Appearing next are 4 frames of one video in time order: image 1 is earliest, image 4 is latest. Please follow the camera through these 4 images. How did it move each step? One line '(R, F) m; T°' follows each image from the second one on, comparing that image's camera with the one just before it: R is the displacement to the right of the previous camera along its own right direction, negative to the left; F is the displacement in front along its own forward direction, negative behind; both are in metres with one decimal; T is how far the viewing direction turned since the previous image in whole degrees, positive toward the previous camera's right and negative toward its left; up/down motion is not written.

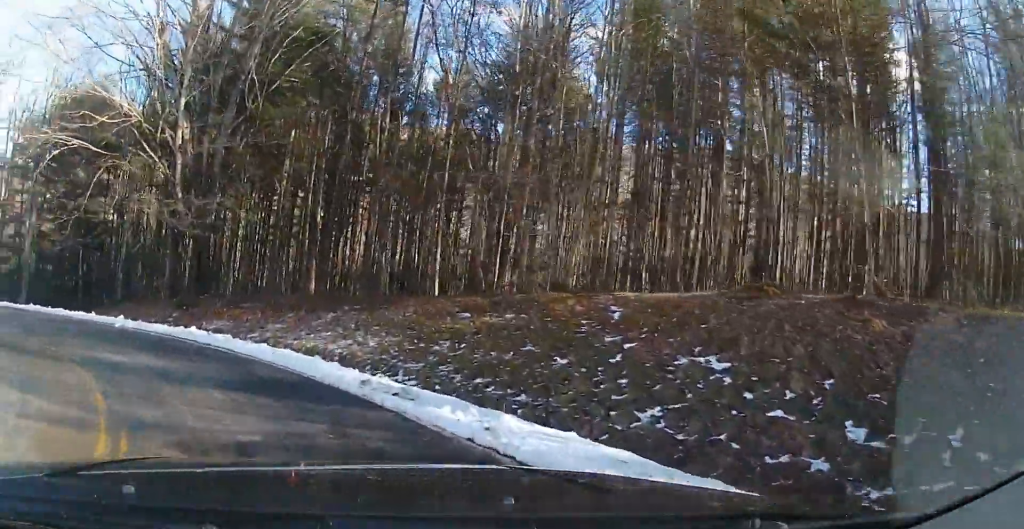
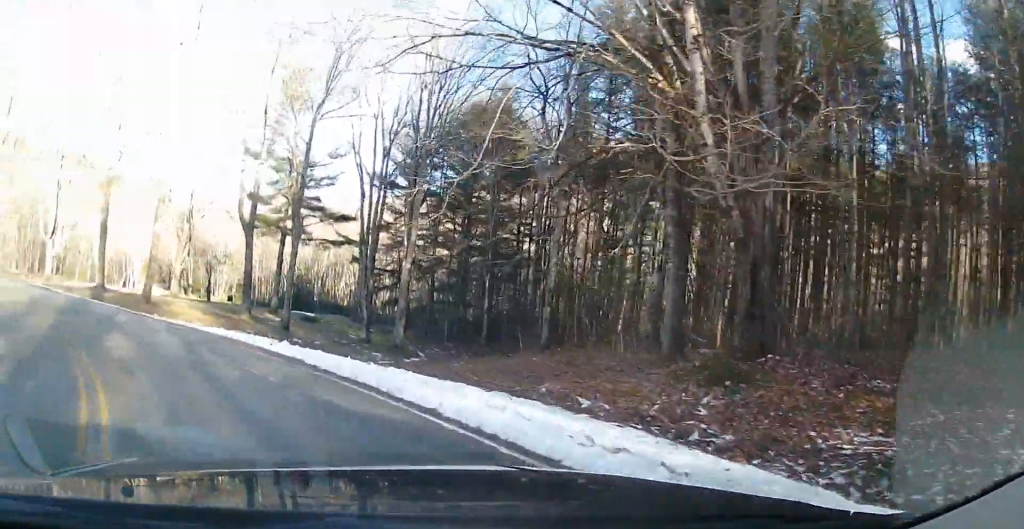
(-3.6, +13.7) m; -33°
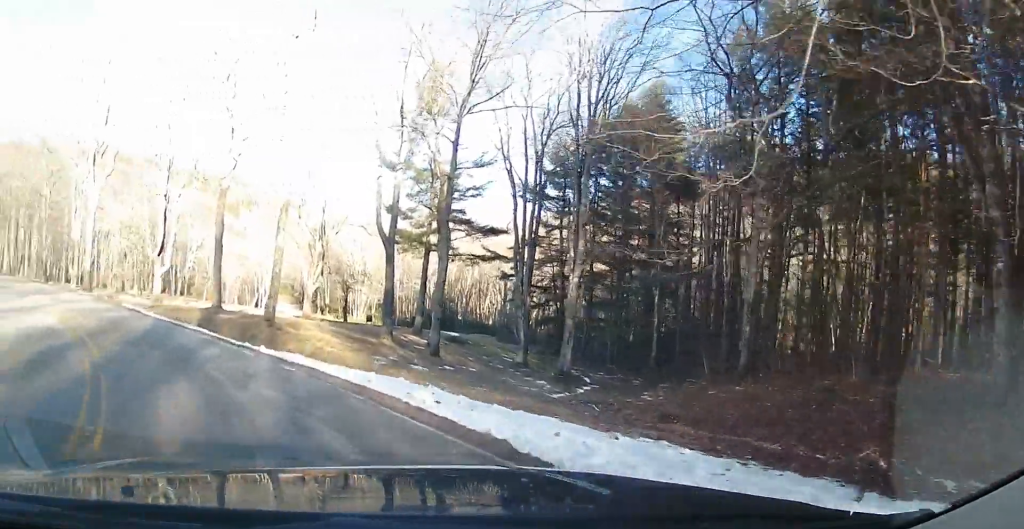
(-1.0, +5.1) m; -17°
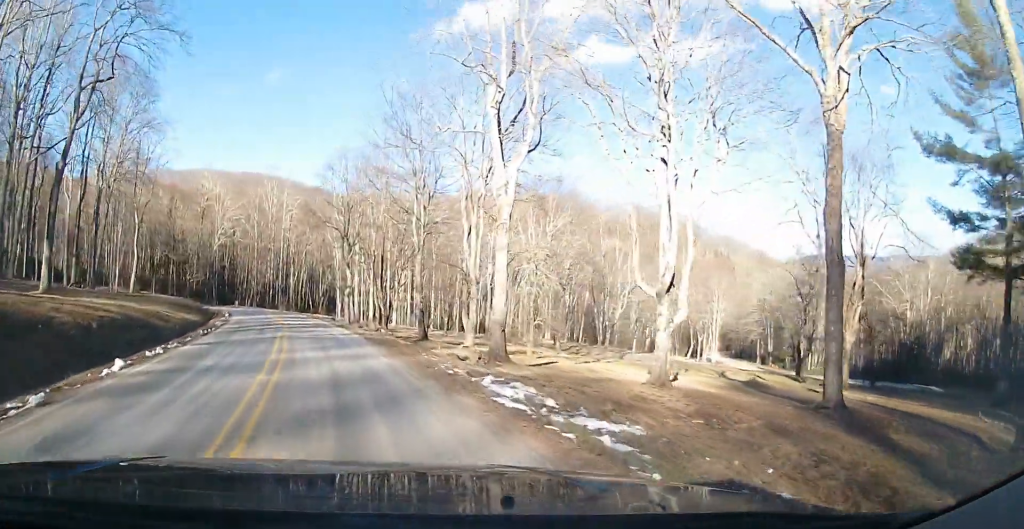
(-12.6, +16.2) m; -68°
